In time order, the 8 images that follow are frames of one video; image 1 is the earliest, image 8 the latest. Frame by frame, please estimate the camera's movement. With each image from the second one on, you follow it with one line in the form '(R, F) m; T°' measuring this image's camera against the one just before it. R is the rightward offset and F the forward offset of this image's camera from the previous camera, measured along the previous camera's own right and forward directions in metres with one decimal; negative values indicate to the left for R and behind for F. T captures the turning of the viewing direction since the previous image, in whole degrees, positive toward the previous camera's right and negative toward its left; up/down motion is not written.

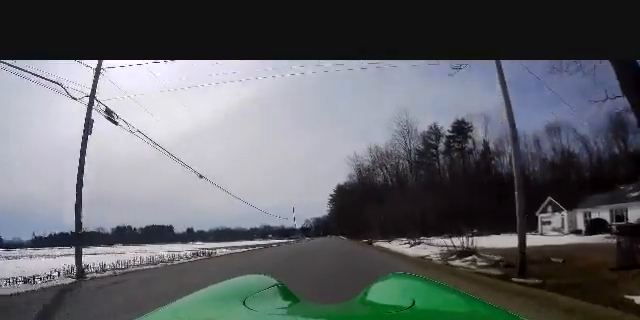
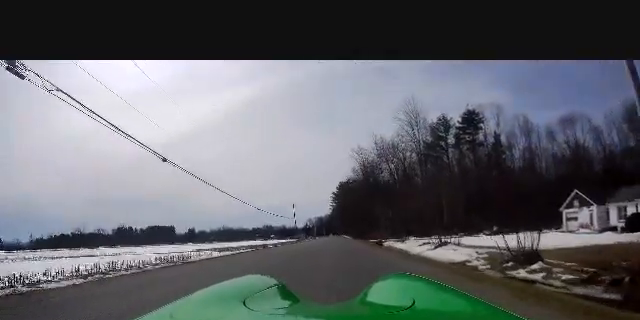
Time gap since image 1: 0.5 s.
(+0.1, +5.7) m; 0°
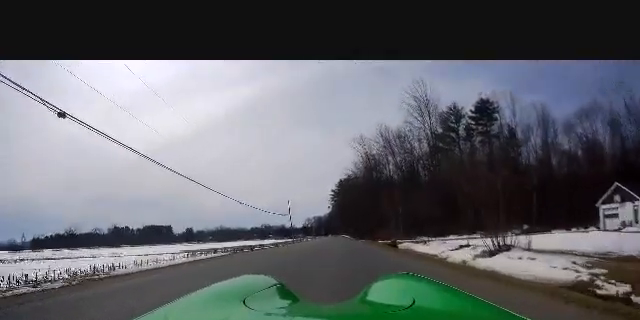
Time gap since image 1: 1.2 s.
(-0.6, +7.9) m; 0°
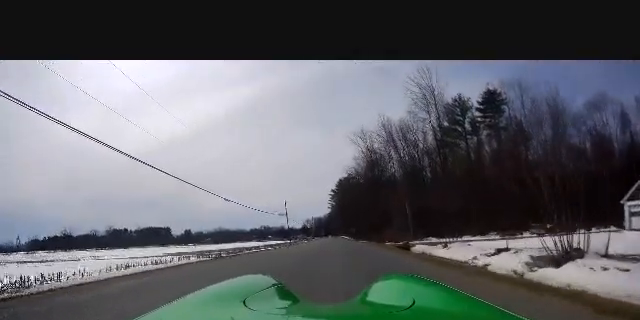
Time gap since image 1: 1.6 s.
(+0.2, +4.5) m; +1°
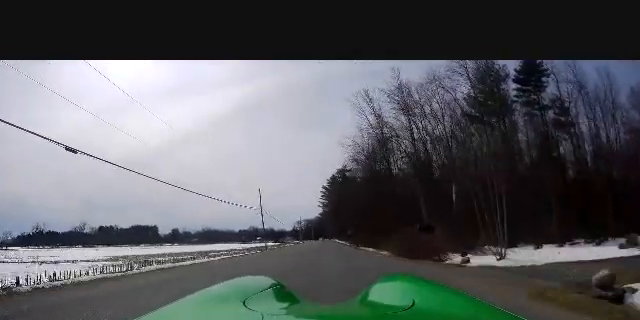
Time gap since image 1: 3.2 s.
(+0.5, +18.2) m; 0°
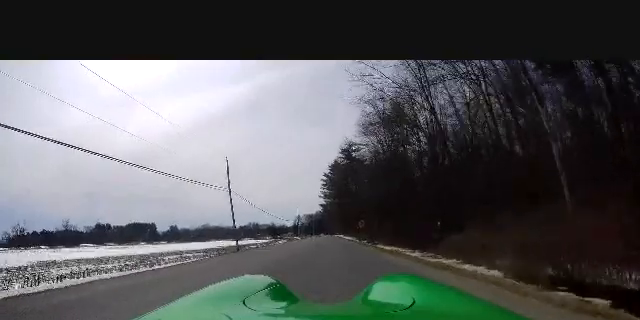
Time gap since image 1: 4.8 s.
(+0.2, +17.5) m; +2°
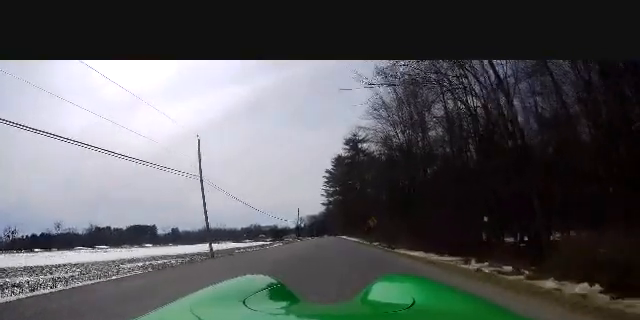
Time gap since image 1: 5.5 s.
(+0.1, +8.6) m; 0°
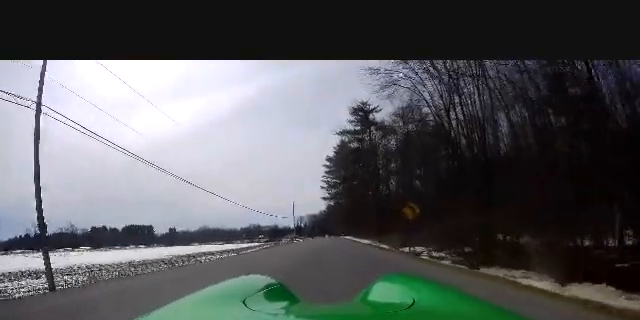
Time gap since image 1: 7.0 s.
(-0.5, +16.7) m; -2°
